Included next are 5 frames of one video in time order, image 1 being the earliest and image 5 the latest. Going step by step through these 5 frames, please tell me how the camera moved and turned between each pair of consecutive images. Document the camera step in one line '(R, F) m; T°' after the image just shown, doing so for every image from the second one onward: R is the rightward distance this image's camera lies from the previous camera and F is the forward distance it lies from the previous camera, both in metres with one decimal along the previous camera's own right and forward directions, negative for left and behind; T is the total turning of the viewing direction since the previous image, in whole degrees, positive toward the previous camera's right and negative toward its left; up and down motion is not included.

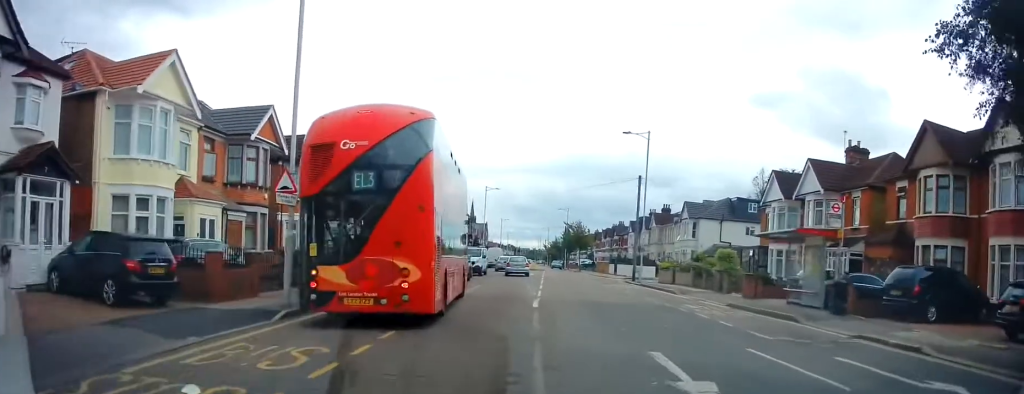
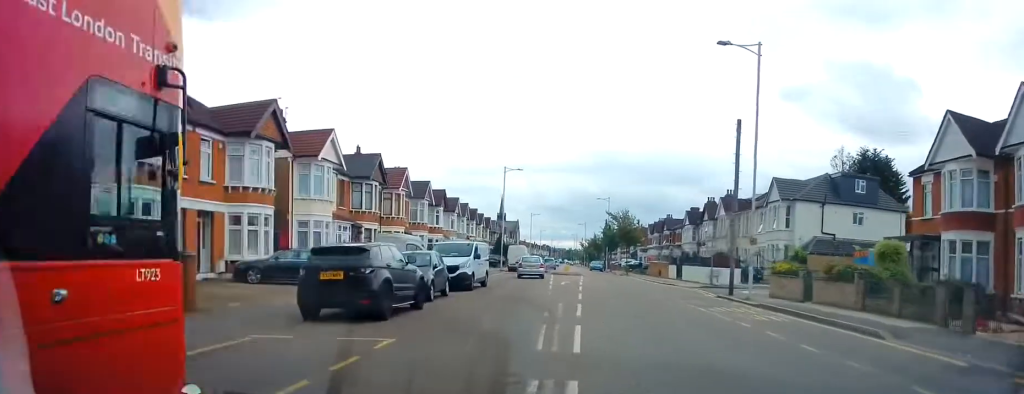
(-0.6, +16.6) m; -4°
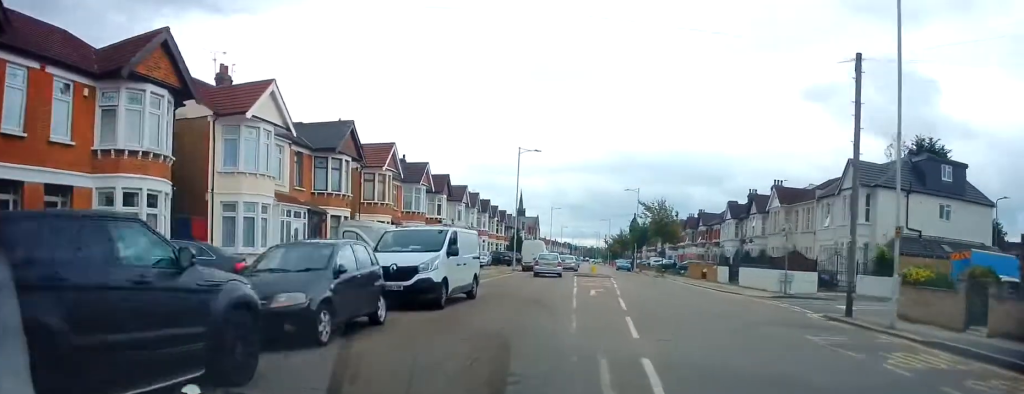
(-0.4, +9.1) m; -3°
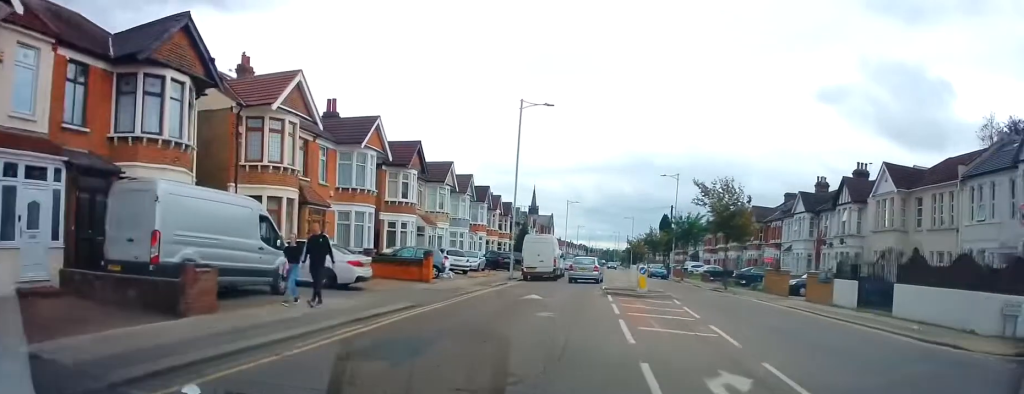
(-0.5, +15.8) m; -1°
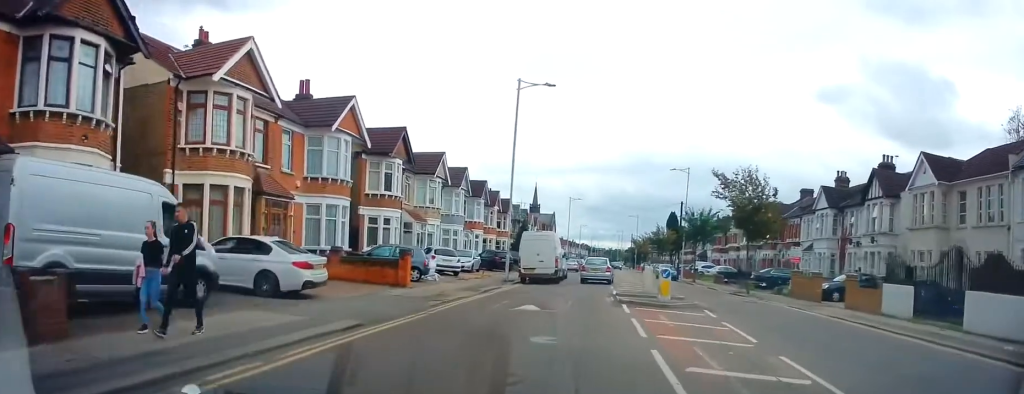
(+0.1, +3.9) m; +1°
